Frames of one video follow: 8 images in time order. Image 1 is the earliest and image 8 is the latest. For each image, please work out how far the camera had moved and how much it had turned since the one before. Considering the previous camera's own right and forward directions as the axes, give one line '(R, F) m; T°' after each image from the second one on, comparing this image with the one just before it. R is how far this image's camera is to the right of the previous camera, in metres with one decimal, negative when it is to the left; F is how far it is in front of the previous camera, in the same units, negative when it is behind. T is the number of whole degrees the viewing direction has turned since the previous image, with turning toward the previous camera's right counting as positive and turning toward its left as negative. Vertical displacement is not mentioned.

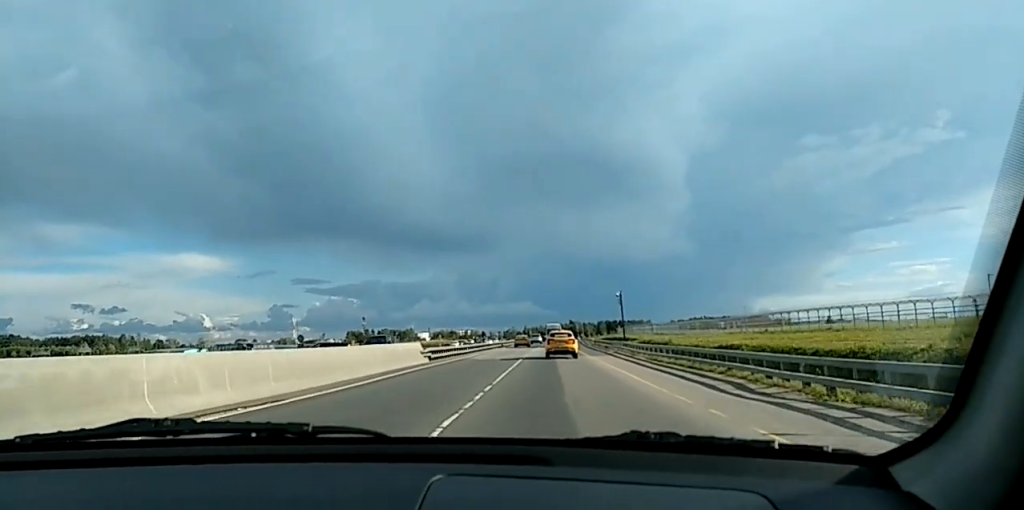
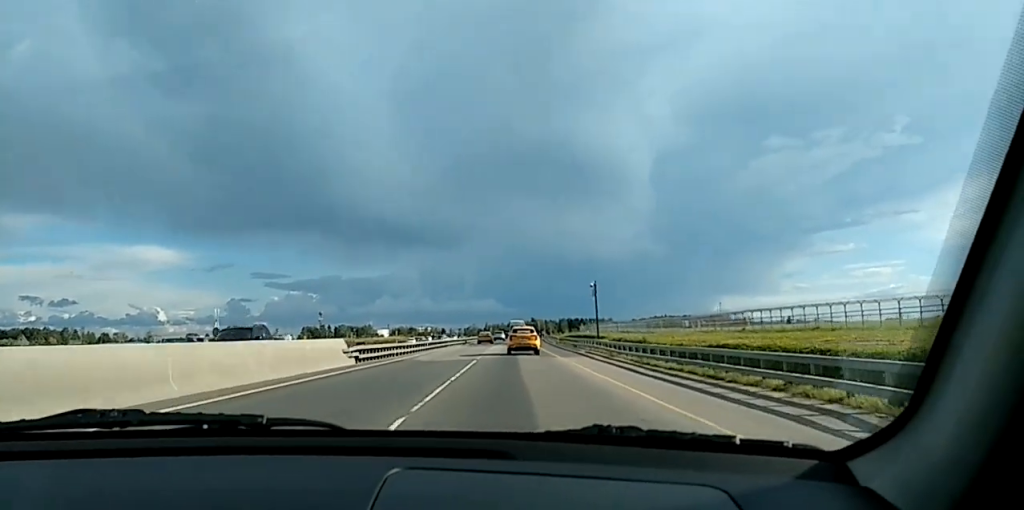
(0.0, +9.1) m; 0°
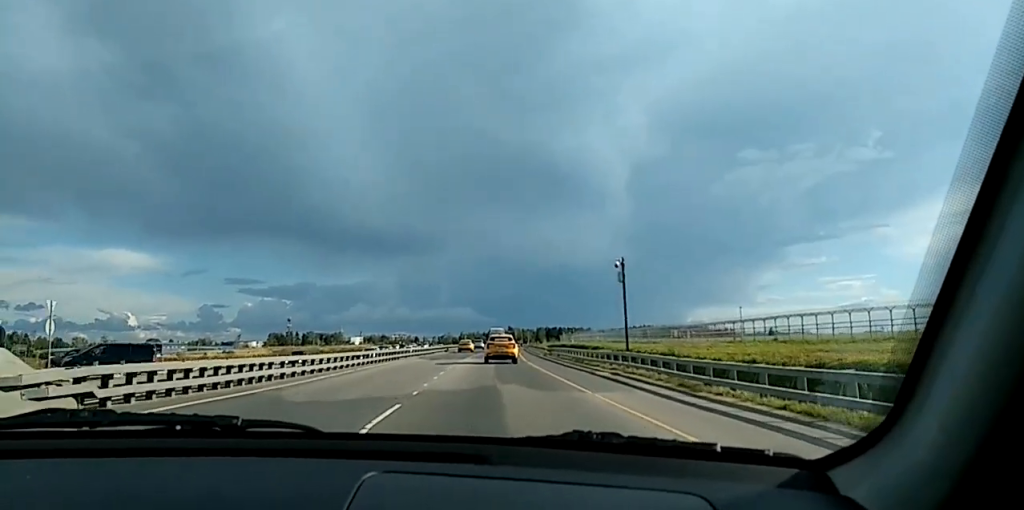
(+0.1, +20.4) m; +1°
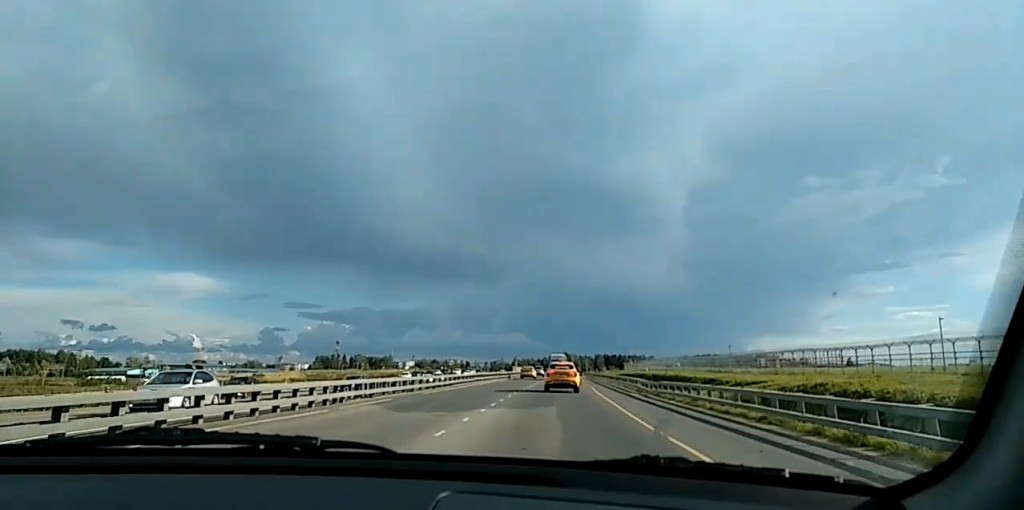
(0.0, +32.7) m; -1°
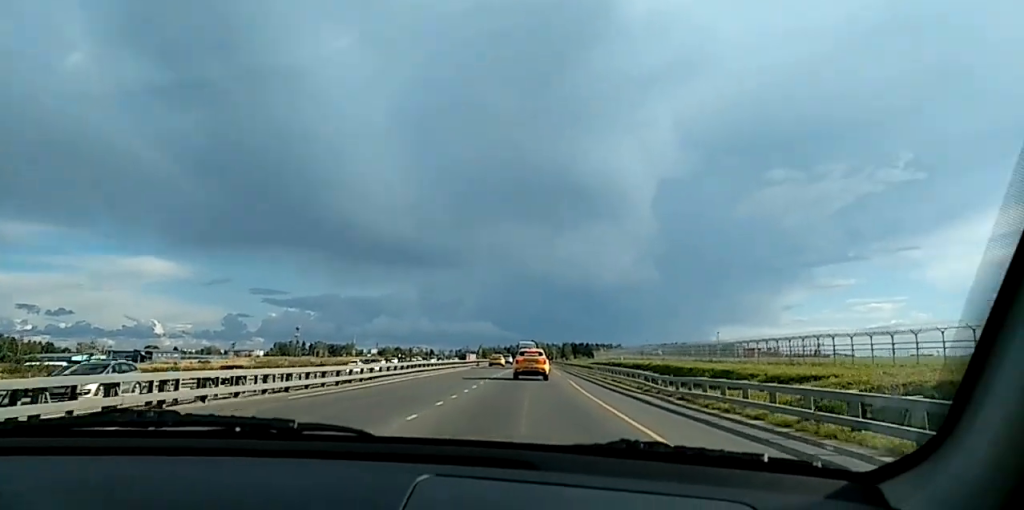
(-0.2, +14.6) m; 0°
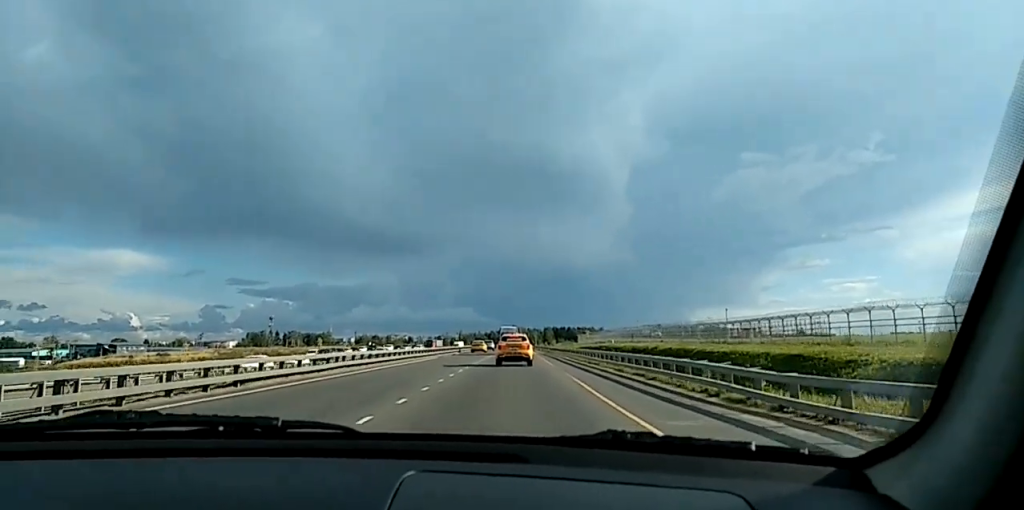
(+0.3, +15.3) m; 0°
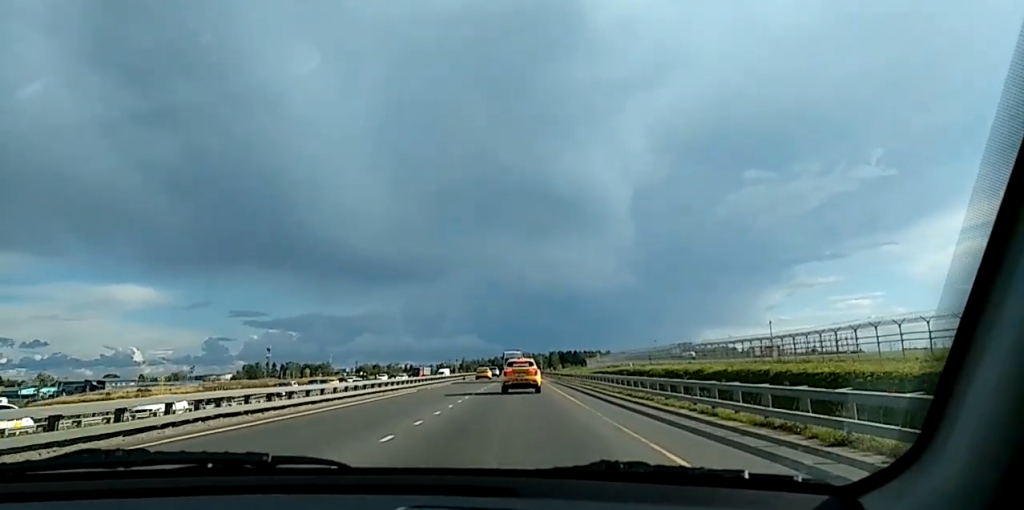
(-0.2, +13.9) m; -1°
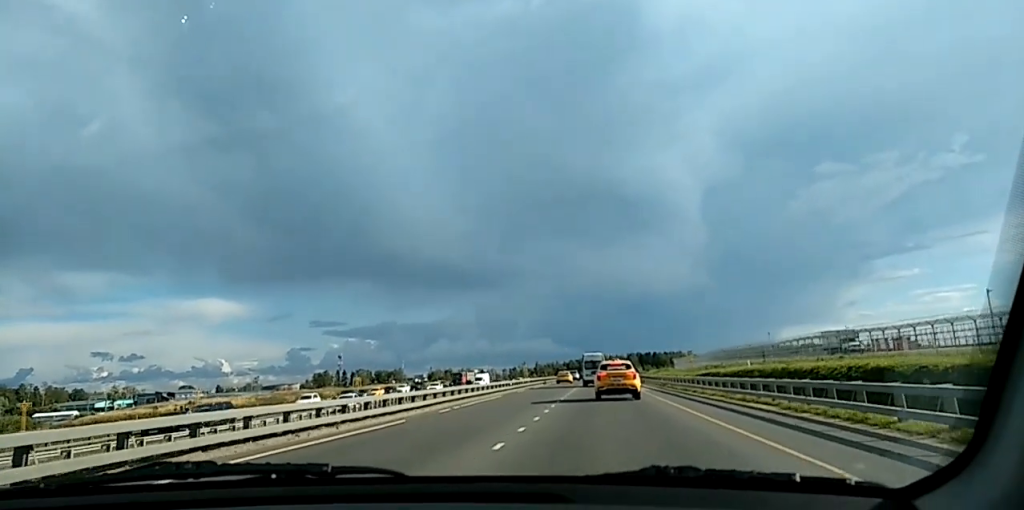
(-0.2, +25.3) m; -1°
